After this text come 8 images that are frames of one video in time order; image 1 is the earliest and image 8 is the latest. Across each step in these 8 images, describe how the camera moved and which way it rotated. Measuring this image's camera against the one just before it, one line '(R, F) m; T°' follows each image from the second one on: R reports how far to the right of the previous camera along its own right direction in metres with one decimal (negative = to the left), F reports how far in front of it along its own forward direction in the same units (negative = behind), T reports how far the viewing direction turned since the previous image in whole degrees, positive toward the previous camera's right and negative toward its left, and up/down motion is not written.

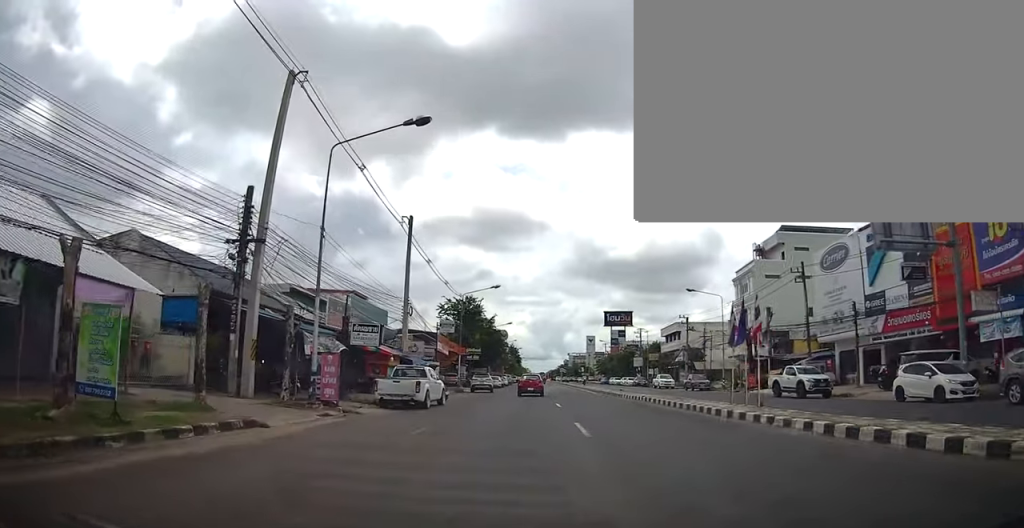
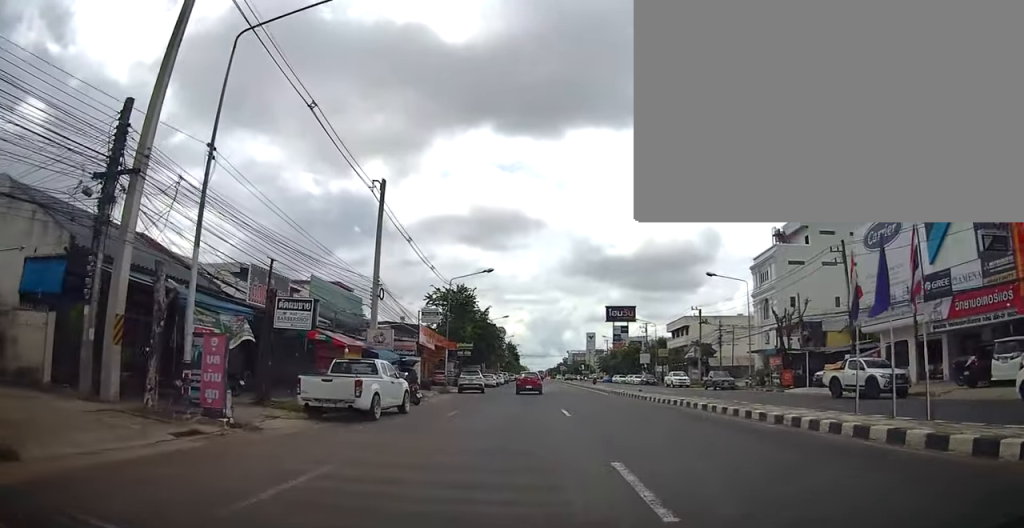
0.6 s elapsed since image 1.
(-0.3, +7.4) m; 0°
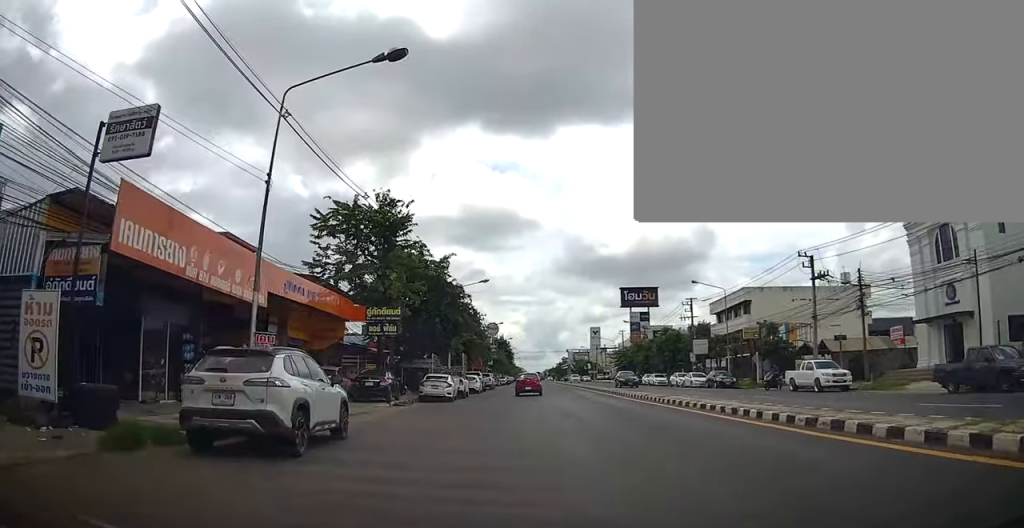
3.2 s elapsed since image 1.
(+0.6, +31.9) m; 0°
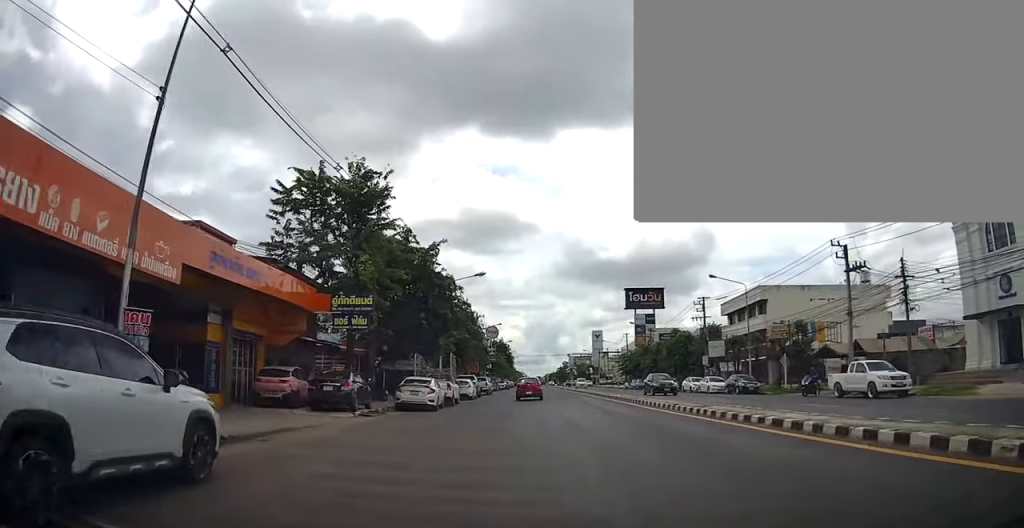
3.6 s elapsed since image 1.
(-0.2, +5.1) m; 0°
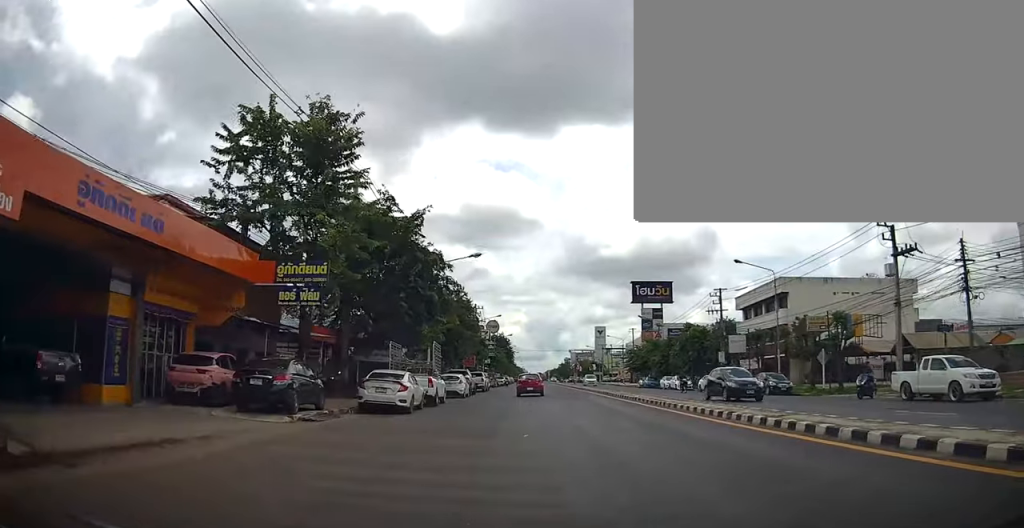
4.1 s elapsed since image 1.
(+0.2, +5.5) m; 0°
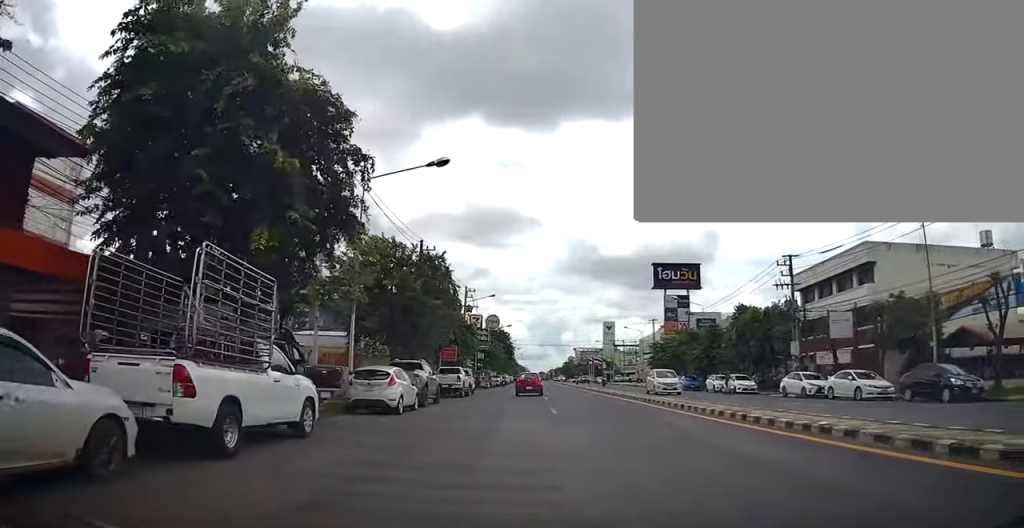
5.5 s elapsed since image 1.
(-0.1, +17.5) m; 0°
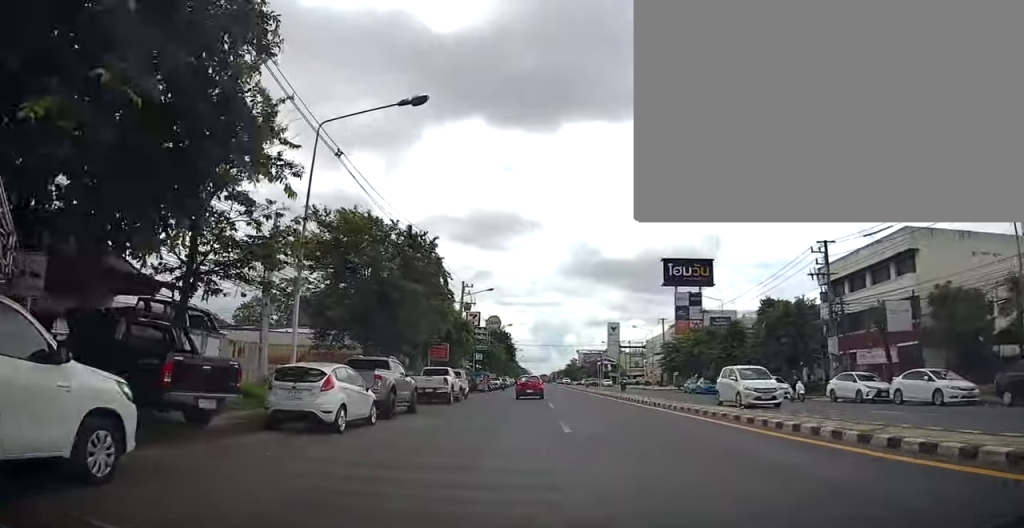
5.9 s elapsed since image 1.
(0.0, +5.7) m; 0°
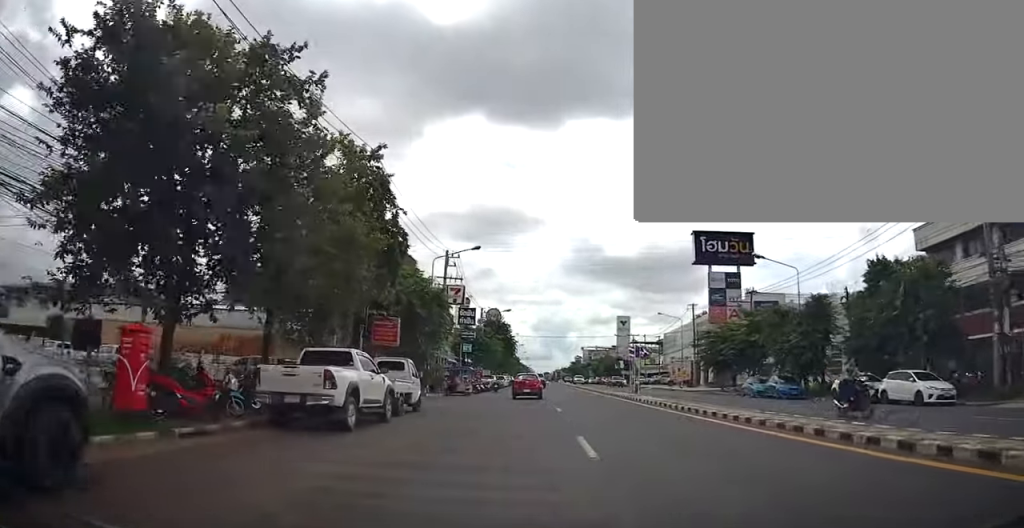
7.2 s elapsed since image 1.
(+0.3, +15.8) m; 0°
